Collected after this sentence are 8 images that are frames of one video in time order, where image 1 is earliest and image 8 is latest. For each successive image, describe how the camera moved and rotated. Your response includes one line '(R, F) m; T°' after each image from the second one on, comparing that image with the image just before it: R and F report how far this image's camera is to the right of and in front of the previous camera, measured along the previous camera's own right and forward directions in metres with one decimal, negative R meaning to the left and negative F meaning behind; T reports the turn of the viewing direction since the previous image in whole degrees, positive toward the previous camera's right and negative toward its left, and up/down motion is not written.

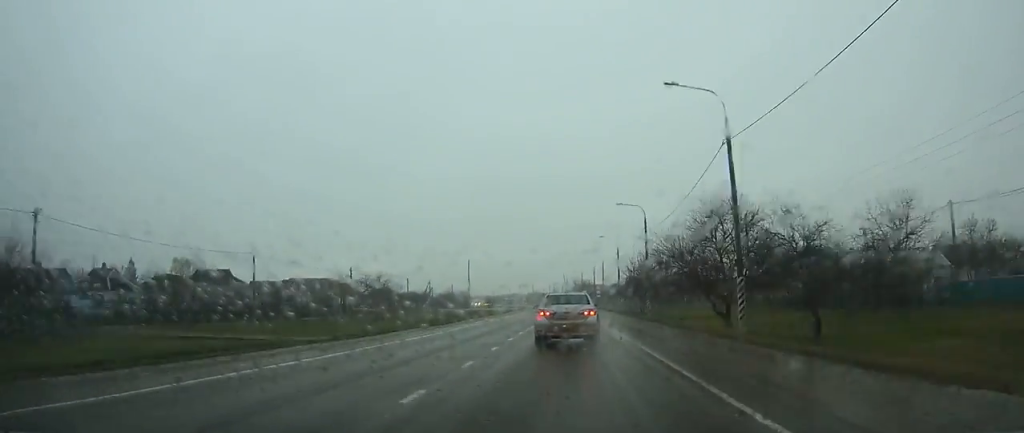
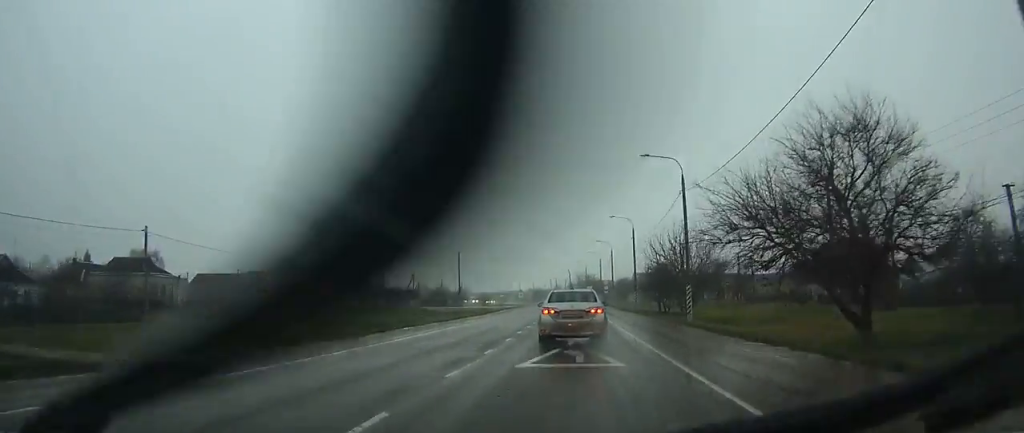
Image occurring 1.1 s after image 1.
(0.0, +17.4) m; 0°
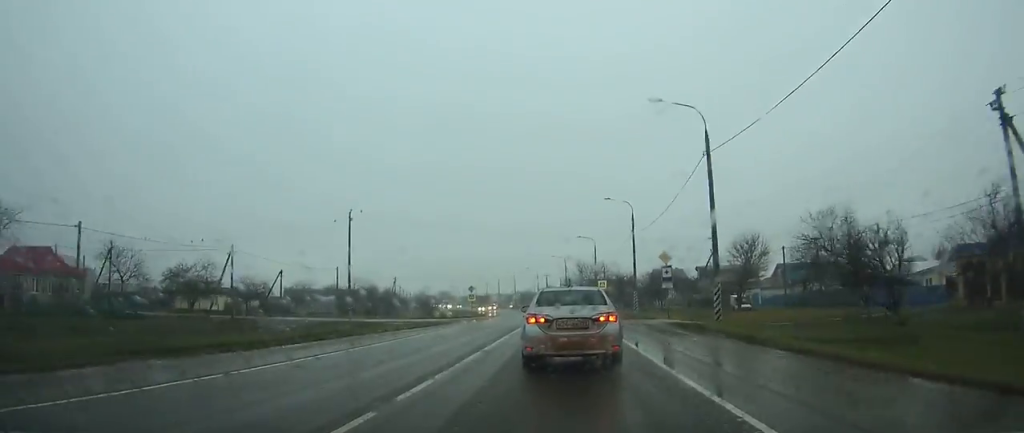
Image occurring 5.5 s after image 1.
(-0.2, +68.1) m; -1°
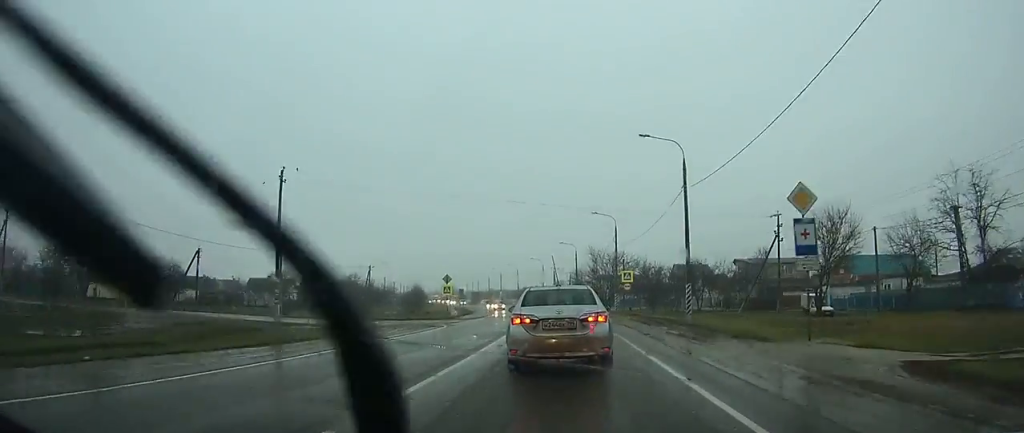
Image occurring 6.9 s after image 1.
(-0.1, +20.9) m; -1°
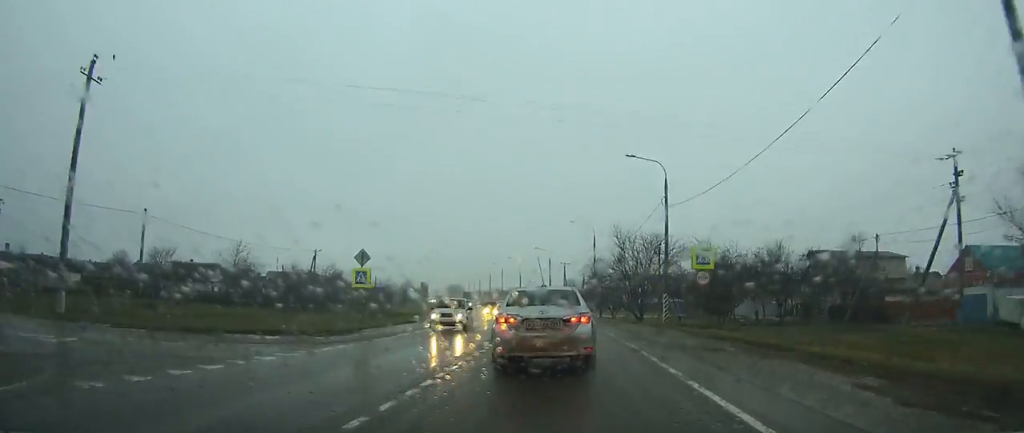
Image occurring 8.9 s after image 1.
(-0.3, +26.6) m; -2°
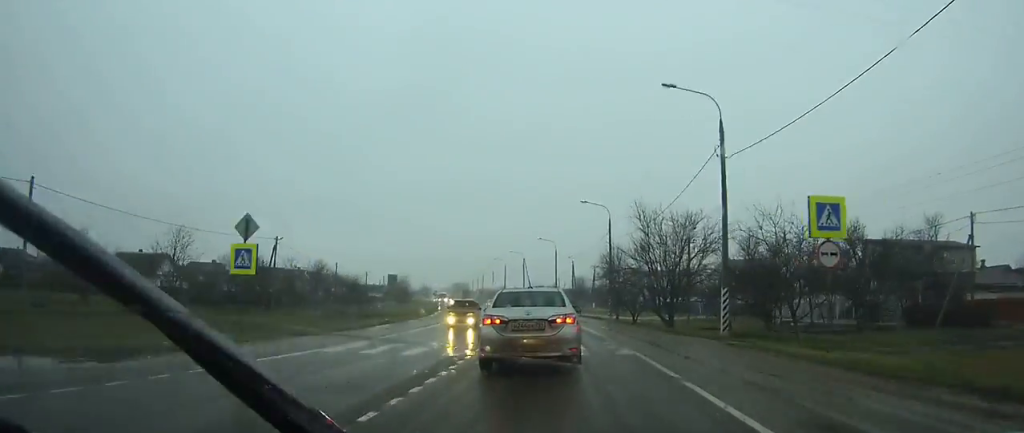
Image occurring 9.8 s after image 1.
(0.0, +12.5) m; -1°
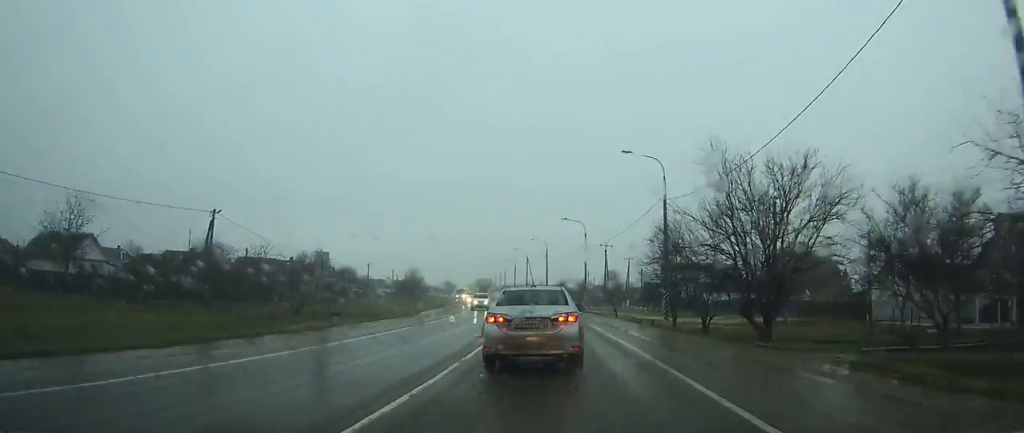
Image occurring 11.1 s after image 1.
(-0.3, +16.6) m; -2°
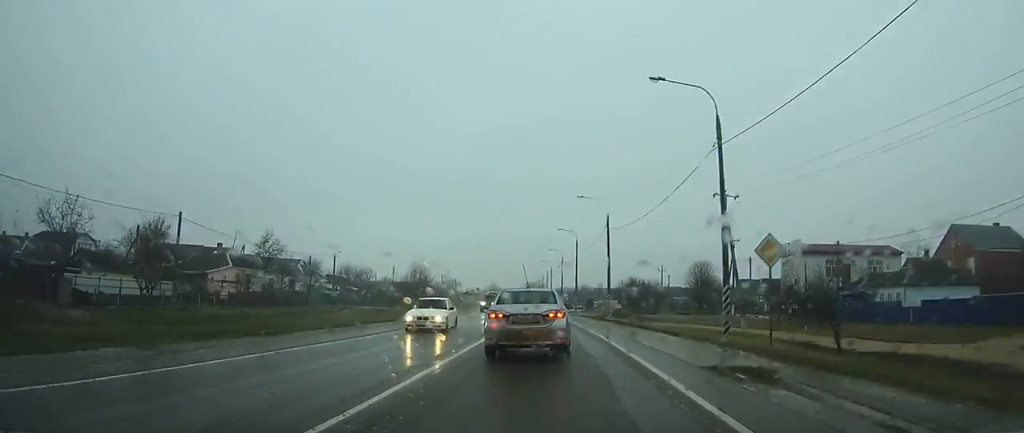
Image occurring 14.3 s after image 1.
(-2.1, +41.5) m; -6°
